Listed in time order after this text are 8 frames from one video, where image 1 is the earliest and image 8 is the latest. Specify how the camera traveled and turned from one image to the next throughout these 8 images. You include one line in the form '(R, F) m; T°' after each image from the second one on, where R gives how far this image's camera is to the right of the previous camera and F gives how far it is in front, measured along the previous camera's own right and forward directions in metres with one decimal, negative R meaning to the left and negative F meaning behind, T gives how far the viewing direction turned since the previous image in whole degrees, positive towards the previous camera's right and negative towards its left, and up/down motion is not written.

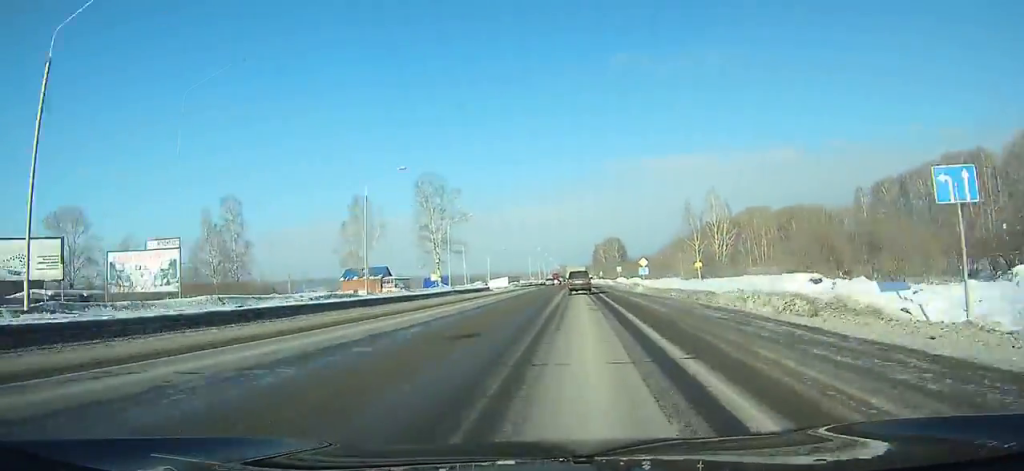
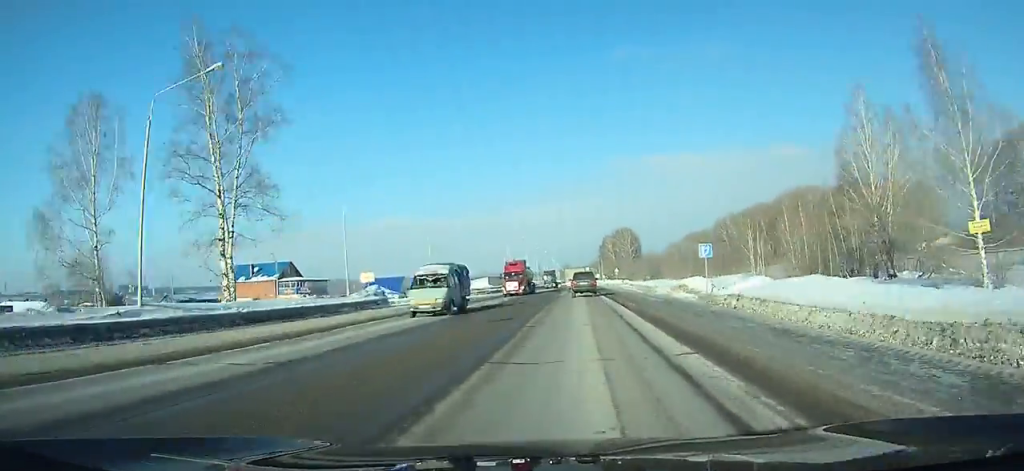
(-0.2, +62.6) m; -1°
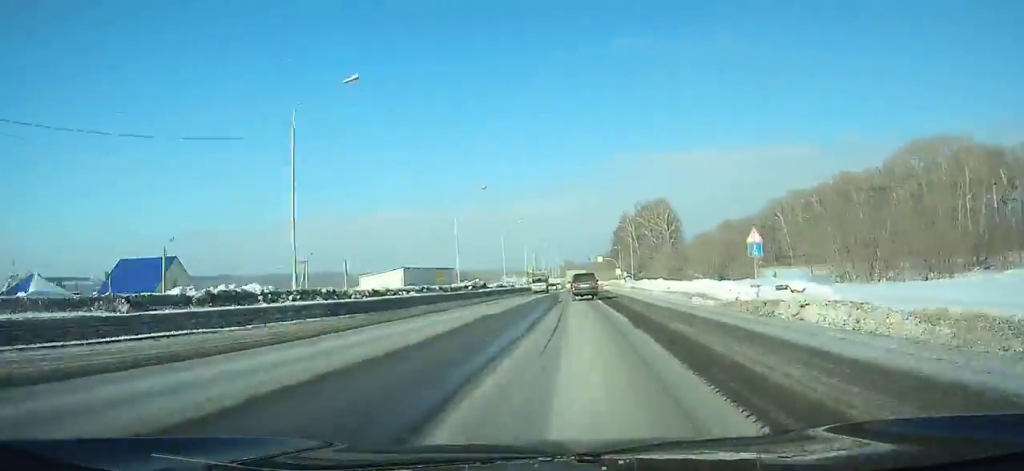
(-1.0, +96.4) m; -1°
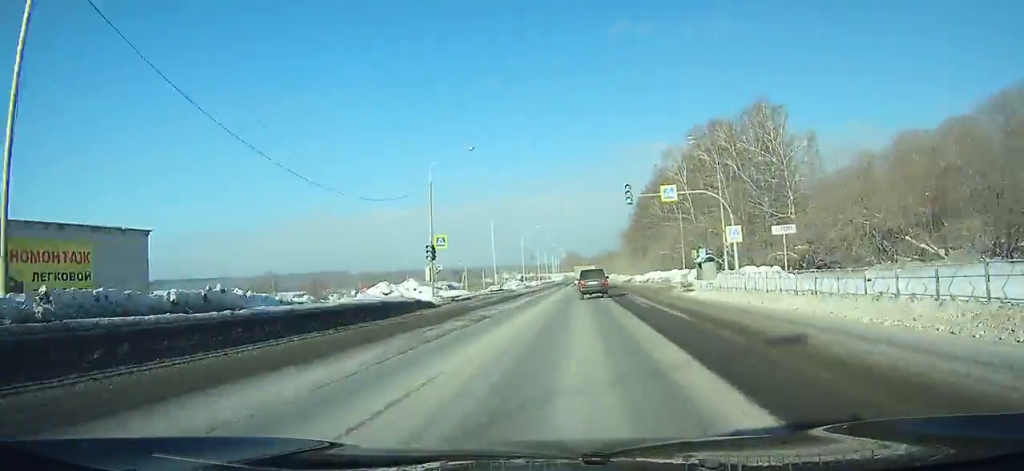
(0.0, +88.6) m; 0°
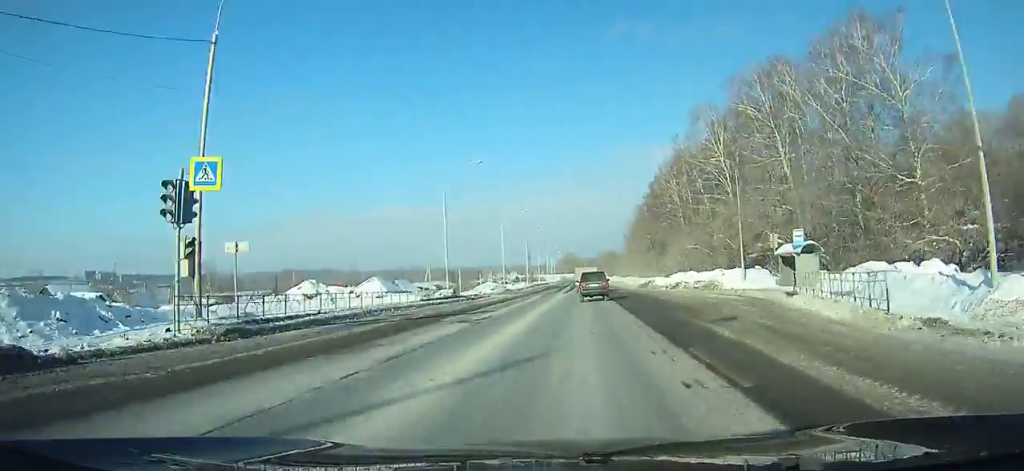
(-0.2, +28.5) m; 0°
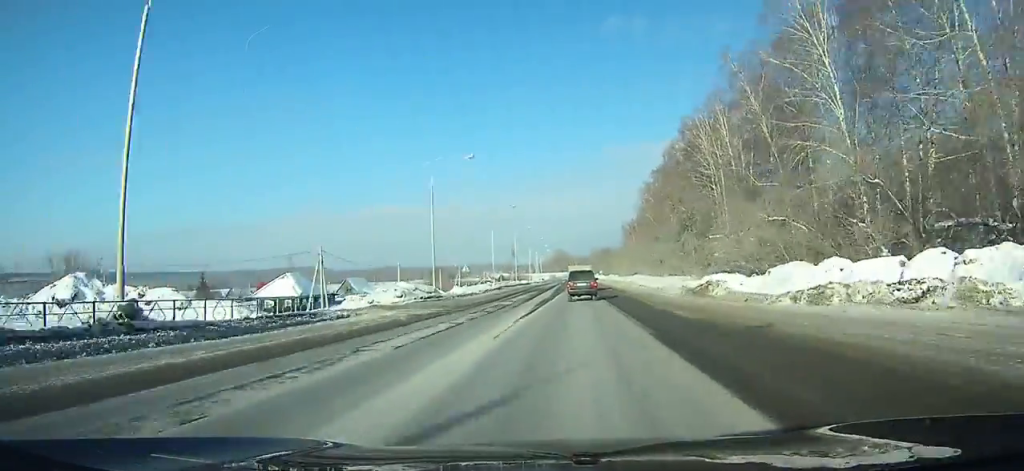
(+0.4, +38.6) m; 0°
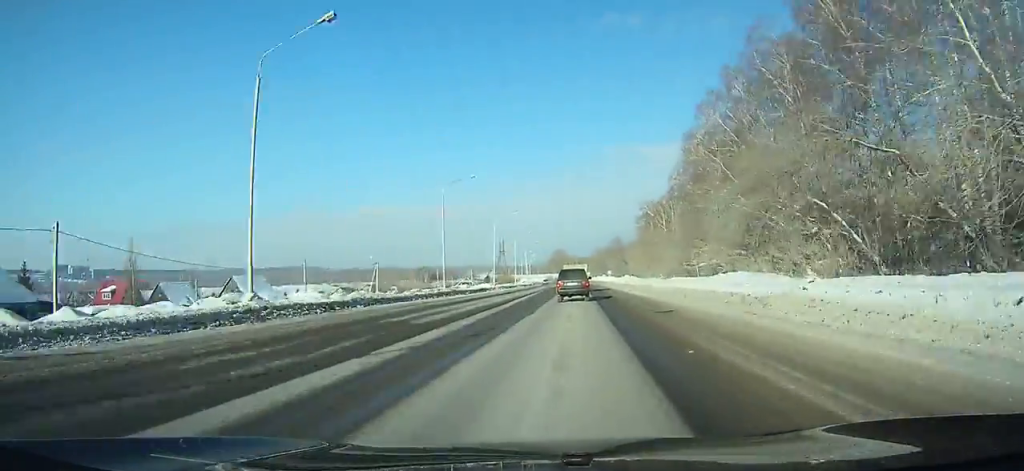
(0.0, +62.1) m; 0°
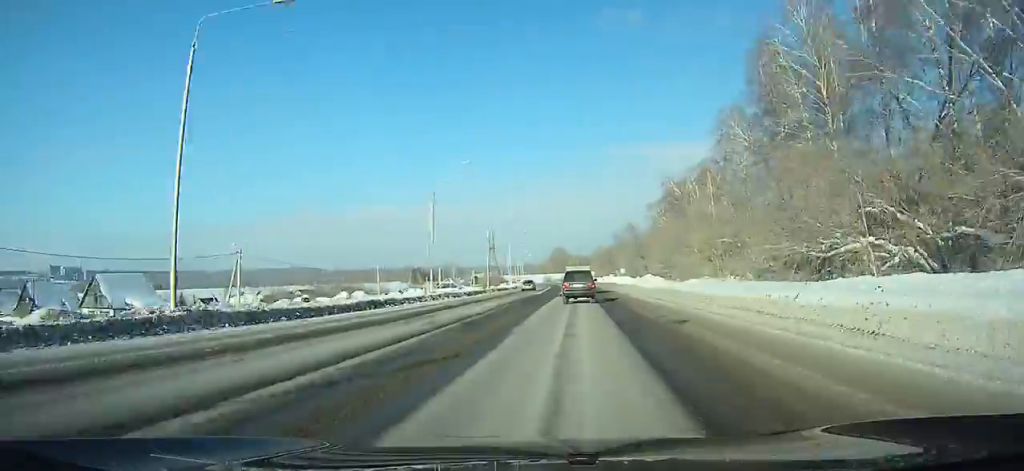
(-0.1, +39.1) m; 0°
